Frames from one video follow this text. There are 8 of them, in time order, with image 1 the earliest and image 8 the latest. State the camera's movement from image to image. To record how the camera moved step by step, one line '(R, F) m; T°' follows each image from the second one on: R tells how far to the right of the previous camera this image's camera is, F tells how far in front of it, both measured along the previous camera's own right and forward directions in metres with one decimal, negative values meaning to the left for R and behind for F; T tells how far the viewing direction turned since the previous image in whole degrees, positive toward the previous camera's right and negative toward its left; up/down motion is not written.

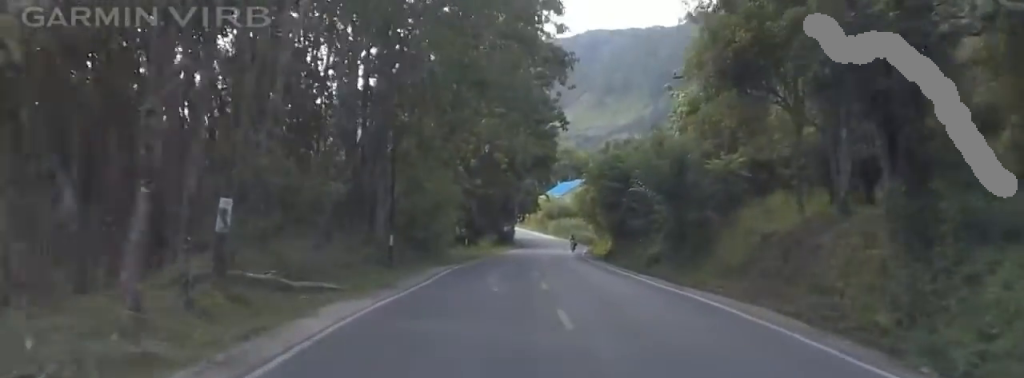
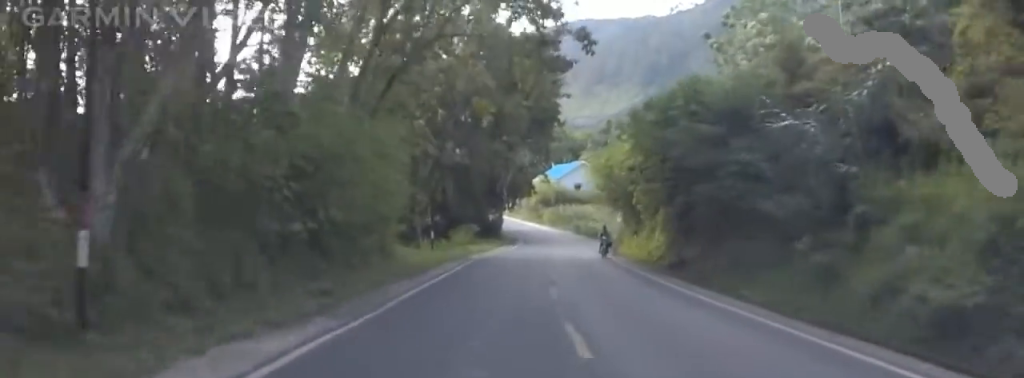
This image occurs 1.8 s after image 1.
(-0.4, +26.9) m; 0°
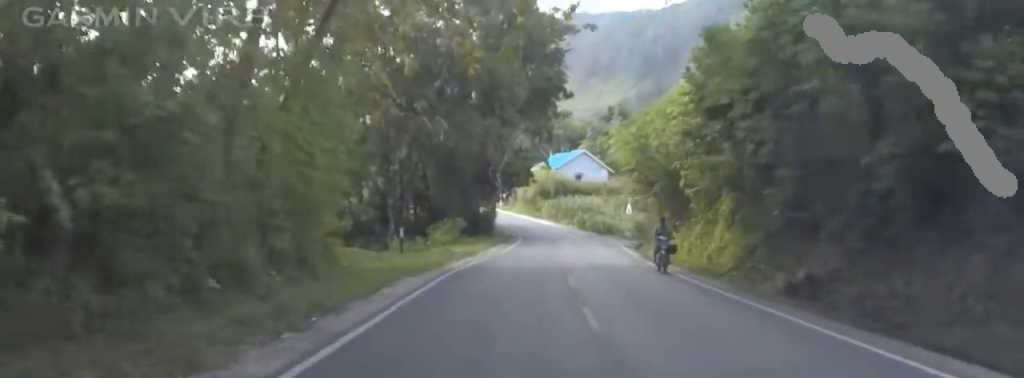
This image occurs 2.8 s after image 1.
(+1.3, +14.3) m; +5°
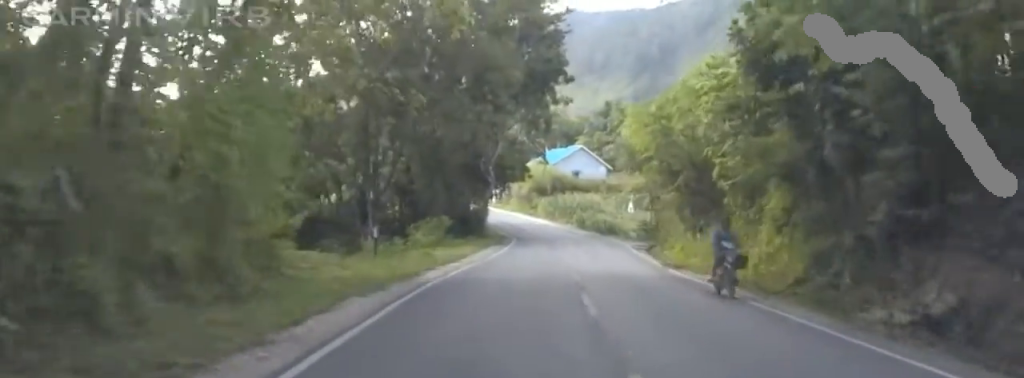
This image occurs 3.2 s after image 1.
(+0.1, +6.6) m; -2°
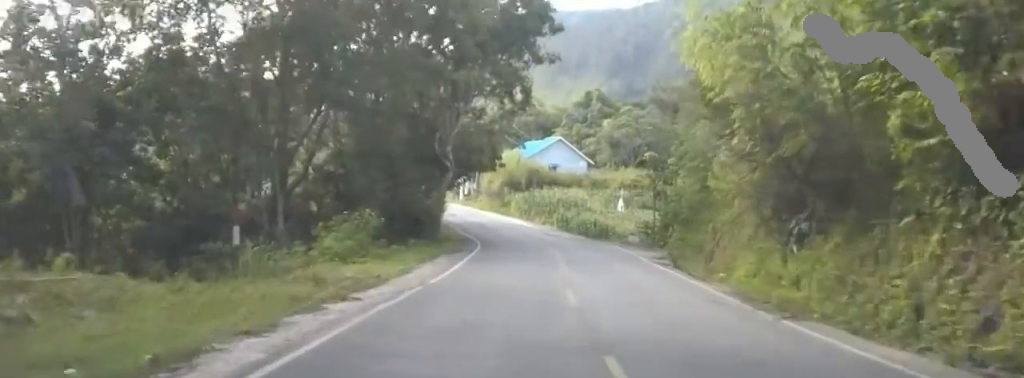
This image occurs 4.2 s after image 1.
(-0.8, +15.0) m; -3°
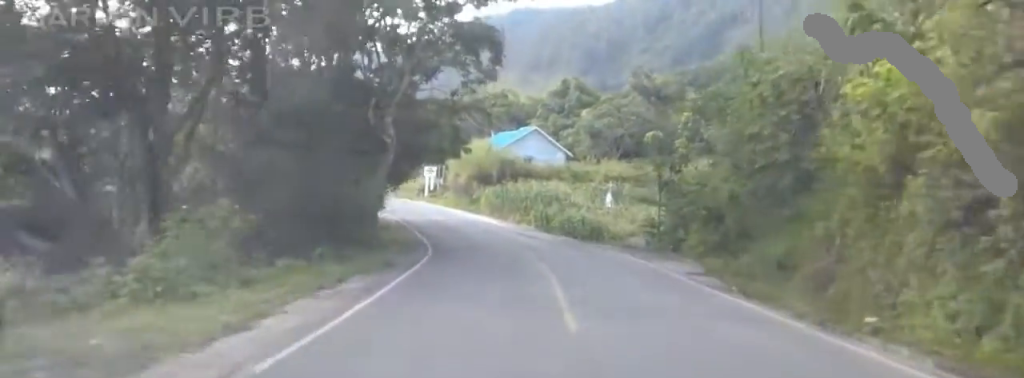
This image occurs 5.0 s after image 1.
(-0.2, +12.0) m; +2°
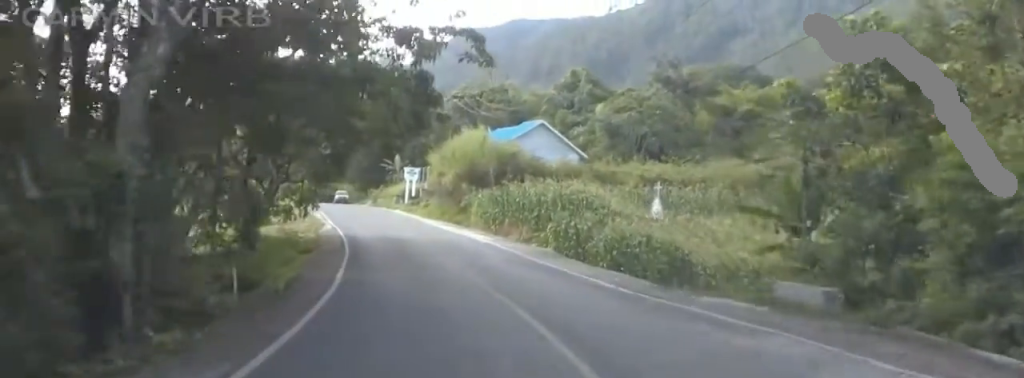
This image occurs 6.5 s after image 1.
(+1.3, +21.3) m; -1°
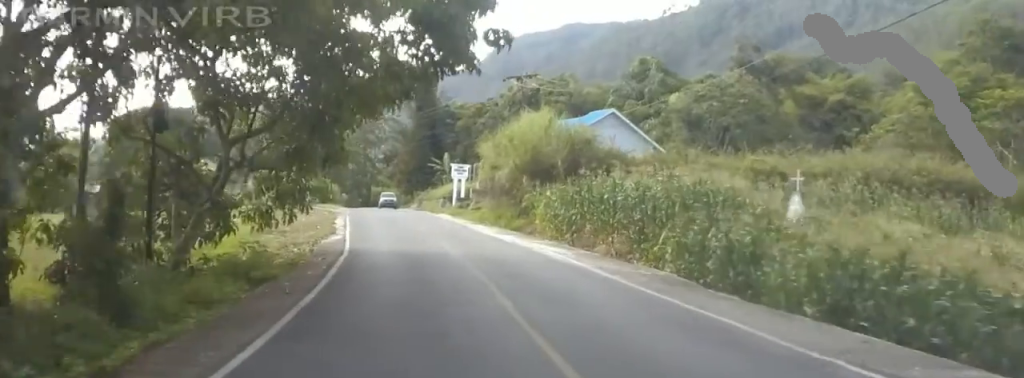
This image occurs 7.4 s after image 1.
(-0.9, +13.6) m; -5°
